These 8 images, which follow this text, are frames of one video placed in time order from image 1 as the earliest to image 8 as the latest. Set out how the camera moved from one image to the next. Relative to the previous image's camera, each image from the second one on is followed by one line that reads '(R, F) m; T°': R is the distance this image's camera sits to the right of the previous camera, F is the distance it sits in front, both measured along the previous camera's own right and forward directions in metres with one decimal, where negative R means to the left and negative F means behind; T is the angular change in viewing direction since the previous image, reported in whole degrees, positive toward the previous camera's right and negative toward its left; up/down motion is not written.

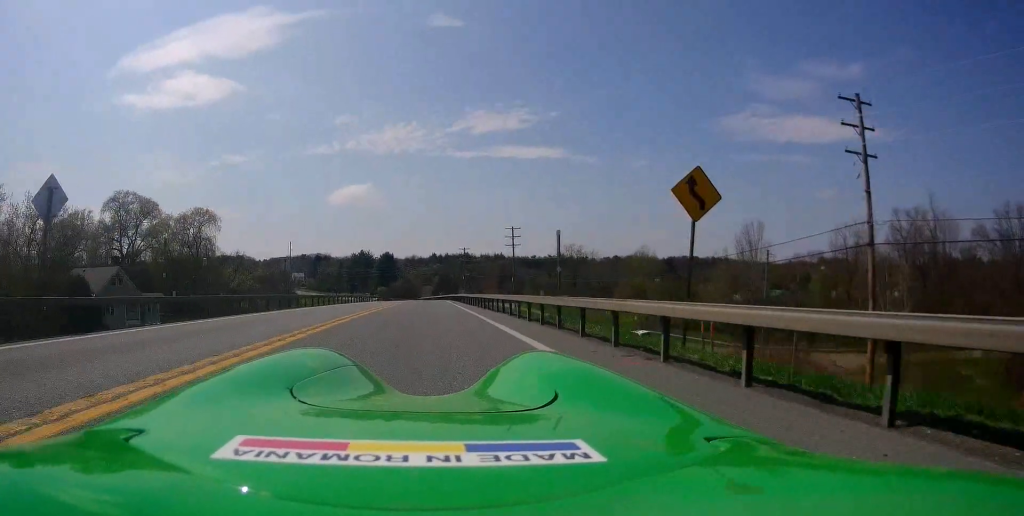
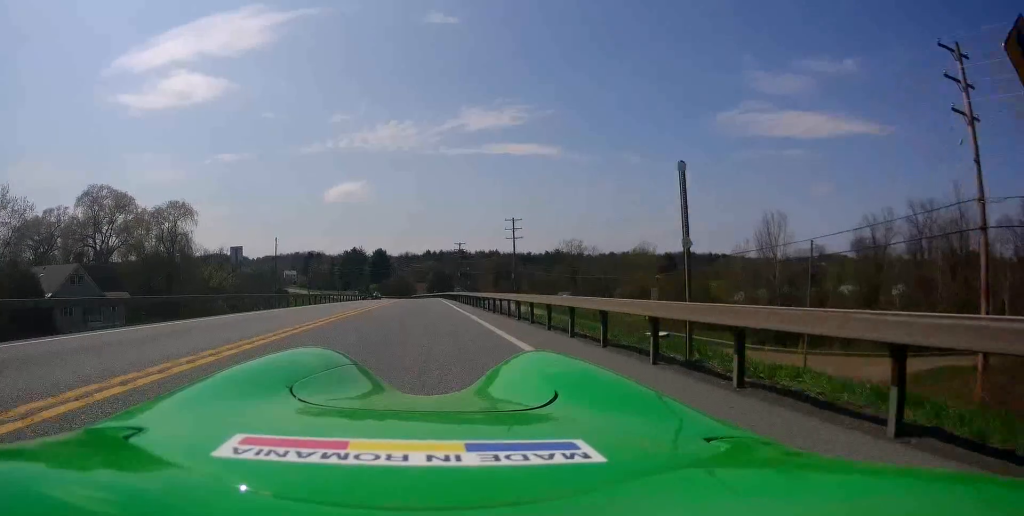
(+0.3, +7.4) m; +1°
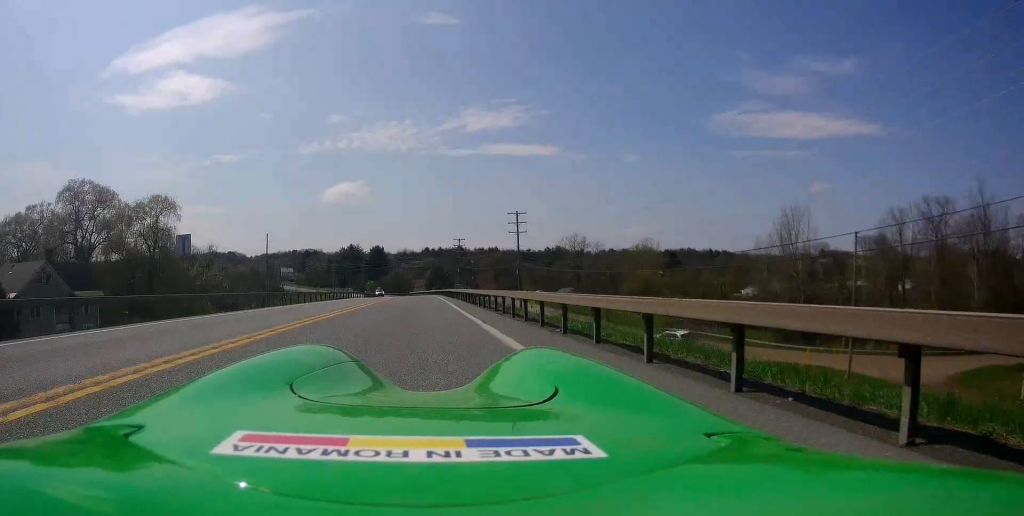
(-0.3, +5.8) m; 0°
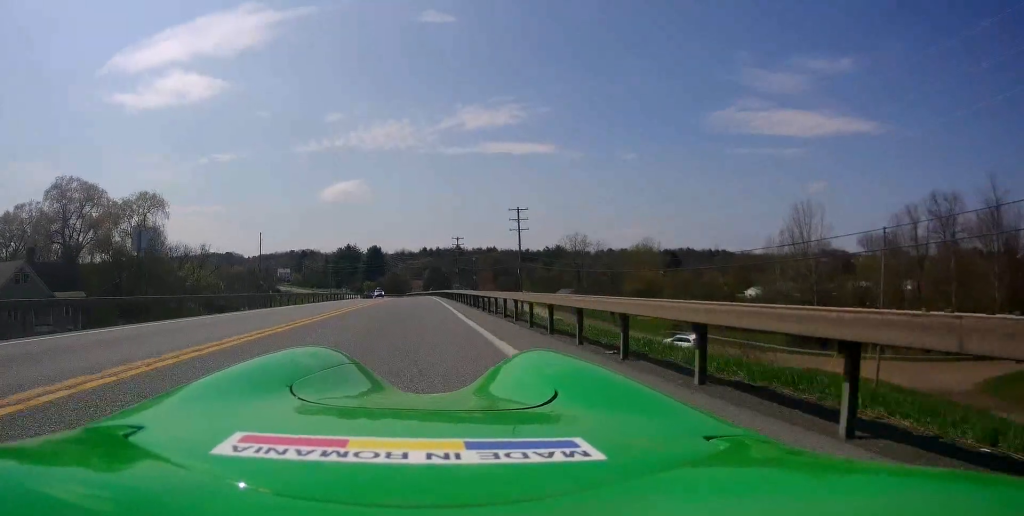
(+0.2, +3.4) m; +1°
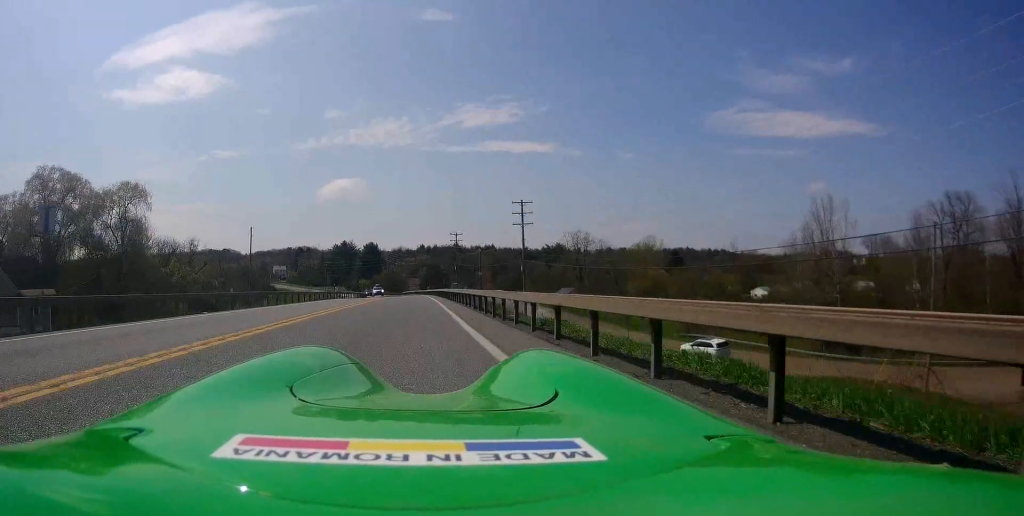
(+0.1, +4.8) m; +1°
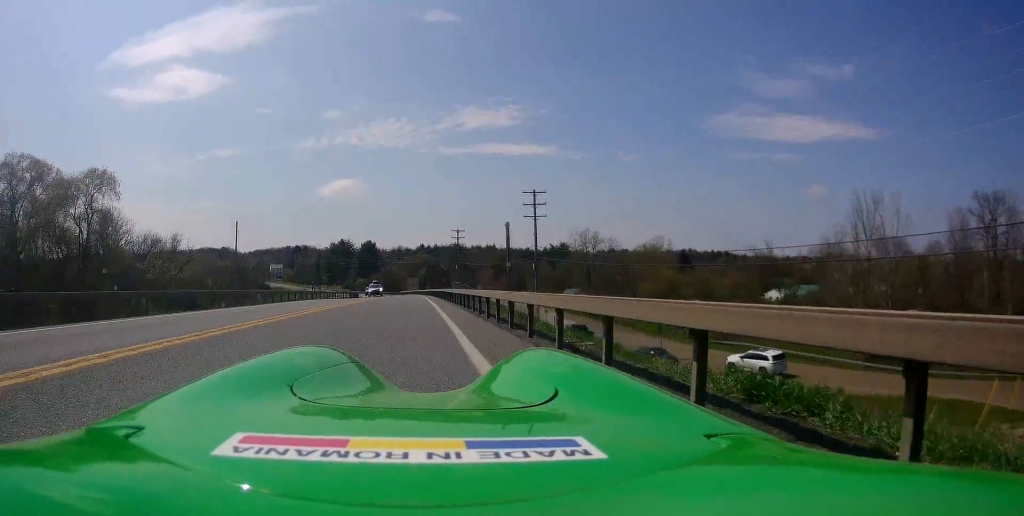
(-0.1, +8.5) m; 0°
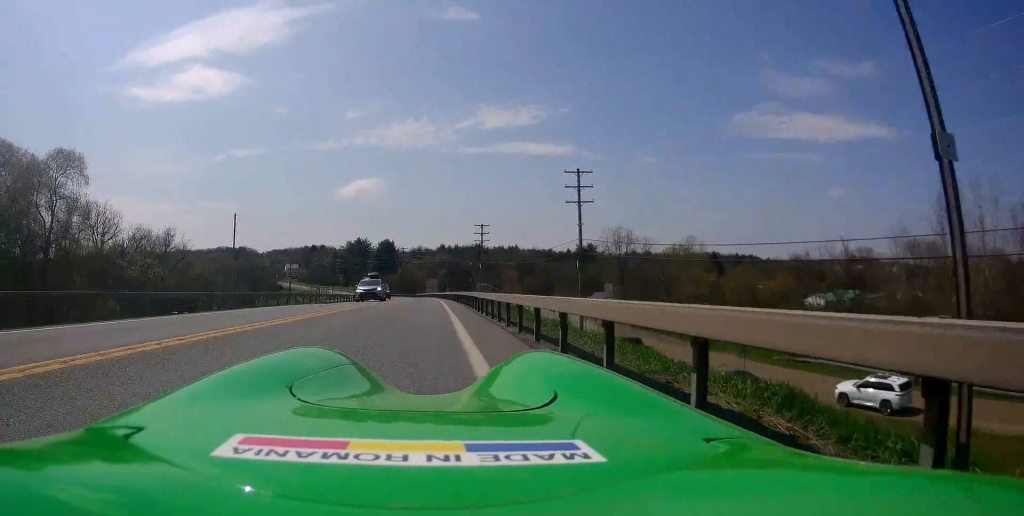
(-0.2, +10.9) m; -4°
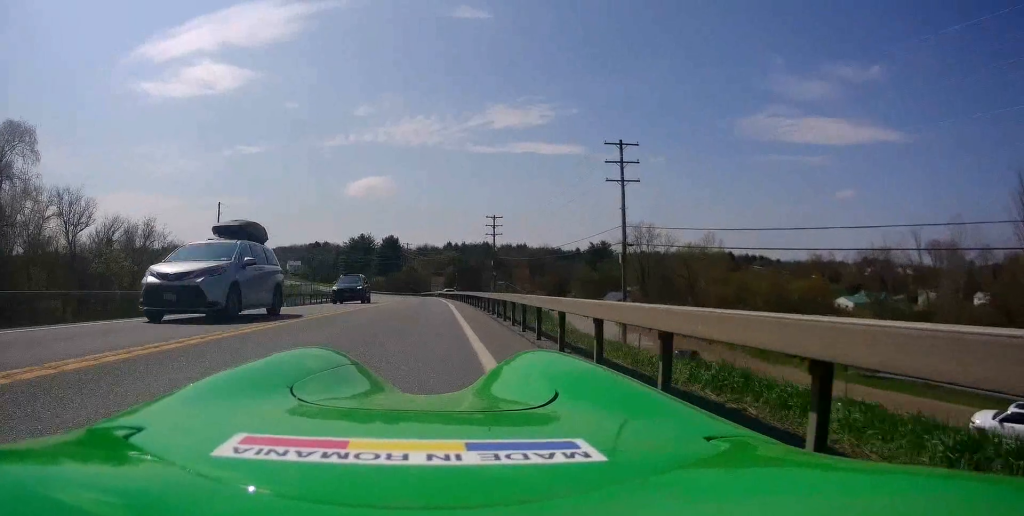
(-0.3, +10.1) m; +1°
